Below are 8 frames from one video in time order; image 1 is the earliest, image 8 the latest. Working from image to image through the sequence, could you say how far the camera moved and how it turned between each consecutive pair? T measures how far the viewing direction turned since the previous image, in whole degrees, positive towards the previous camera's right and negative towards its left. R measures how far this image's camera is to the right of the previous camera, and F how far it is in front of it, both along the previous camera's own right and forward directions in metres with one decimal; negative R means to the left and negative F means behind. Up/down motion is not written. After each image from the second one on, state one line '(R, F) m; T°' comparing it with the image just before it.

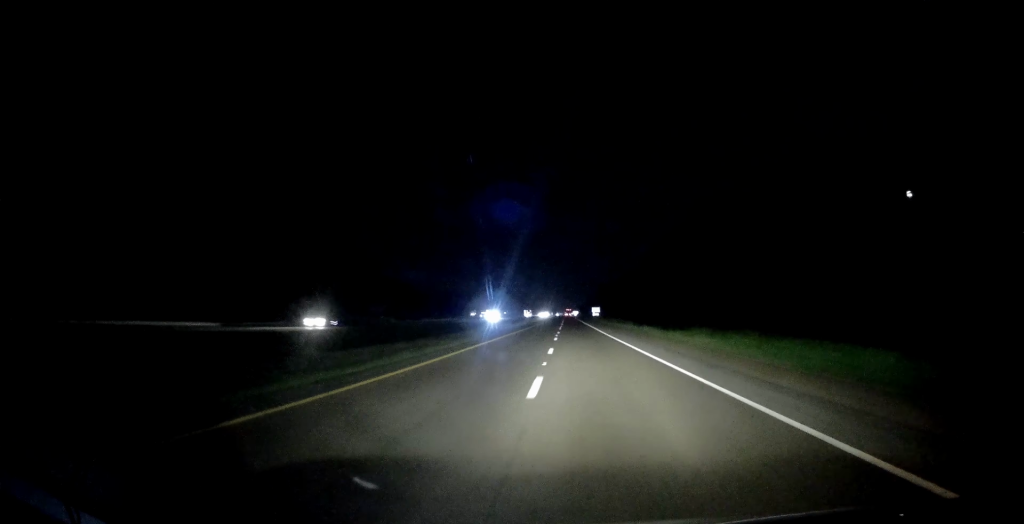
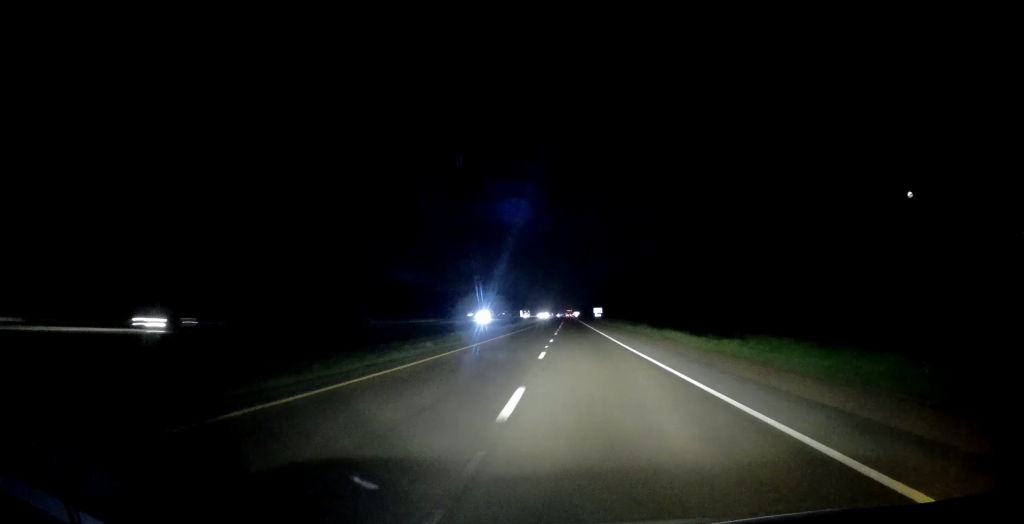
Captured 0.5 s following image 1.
(-0.2, +14.2) m; 0°
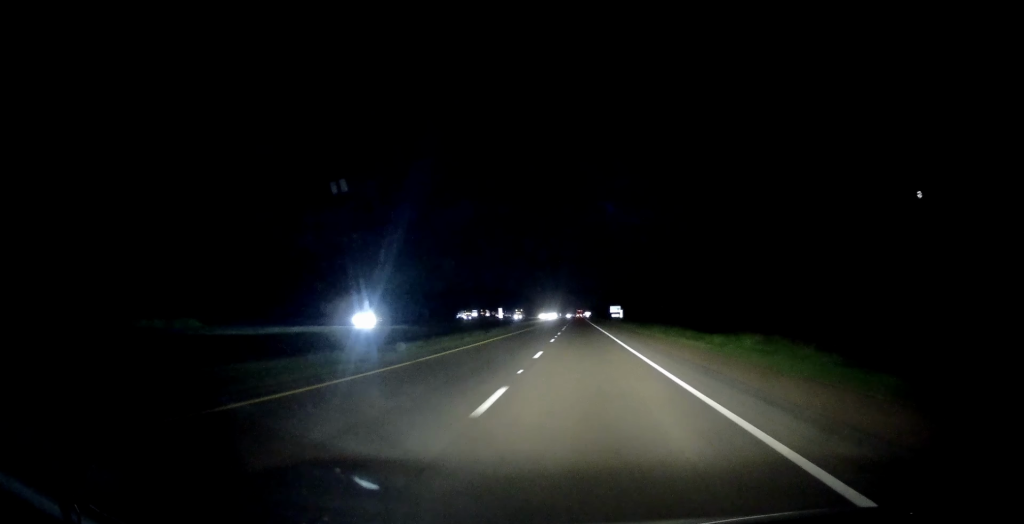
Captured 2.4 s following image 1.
(+0.1, +60.1) m; -1°
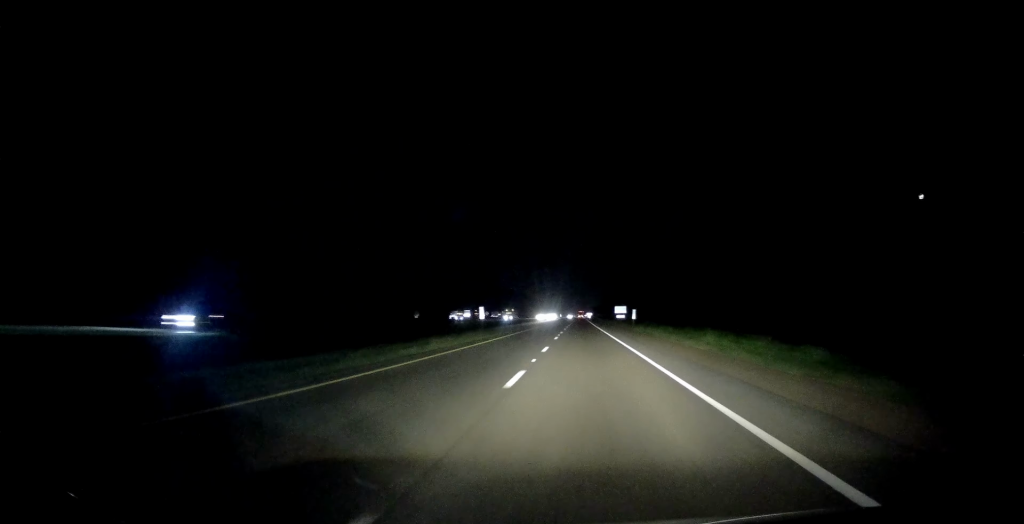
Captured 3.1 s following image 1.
(-0.1, +20.4) m; 0°
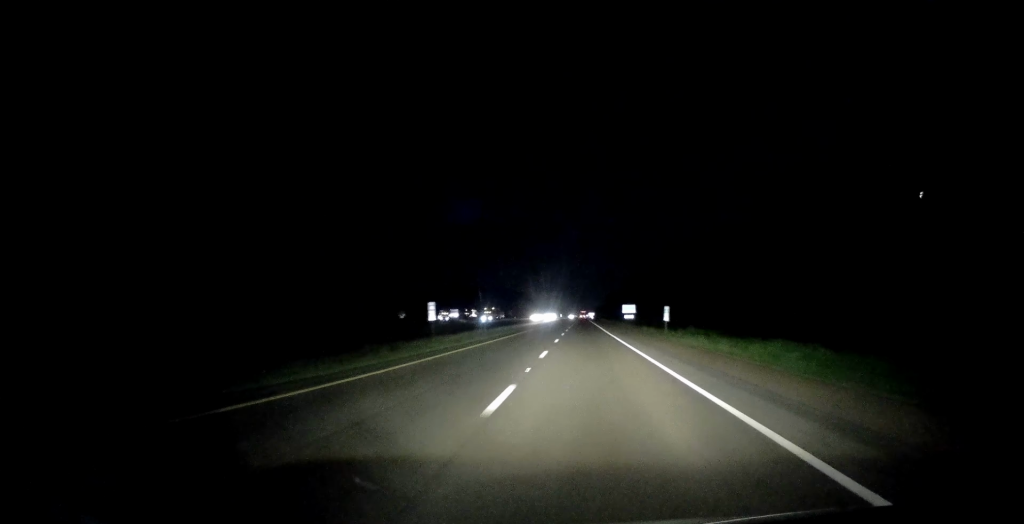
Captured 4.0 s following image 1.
(0.0, +27.6) m; 0°
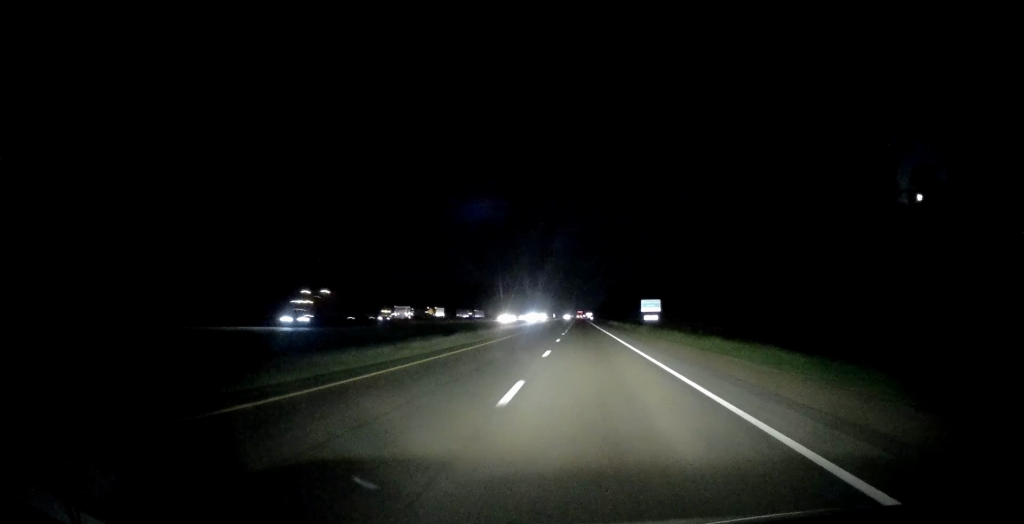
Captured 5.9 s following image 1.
(-0.4, +59.4) m; -1°
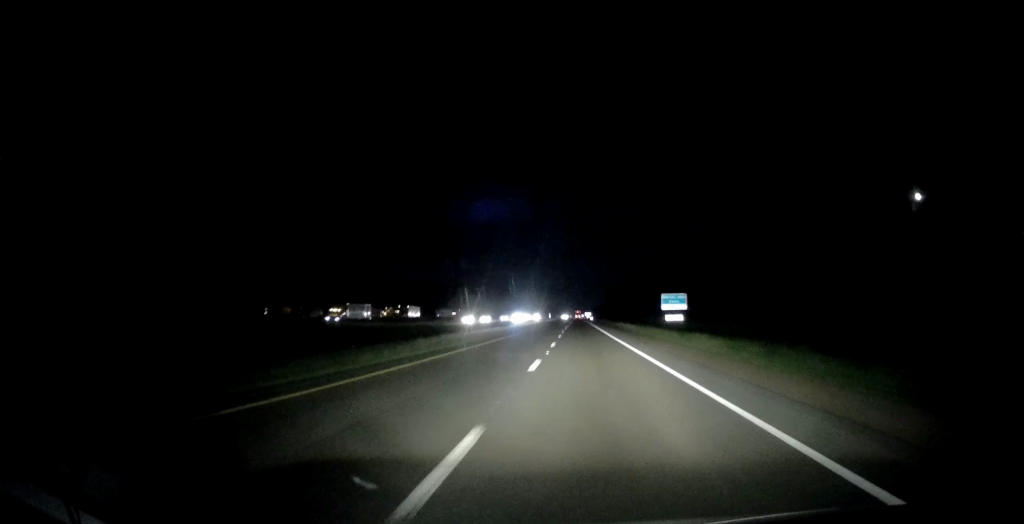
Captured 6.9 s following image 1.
(-0.1, +29.7) m; 0°
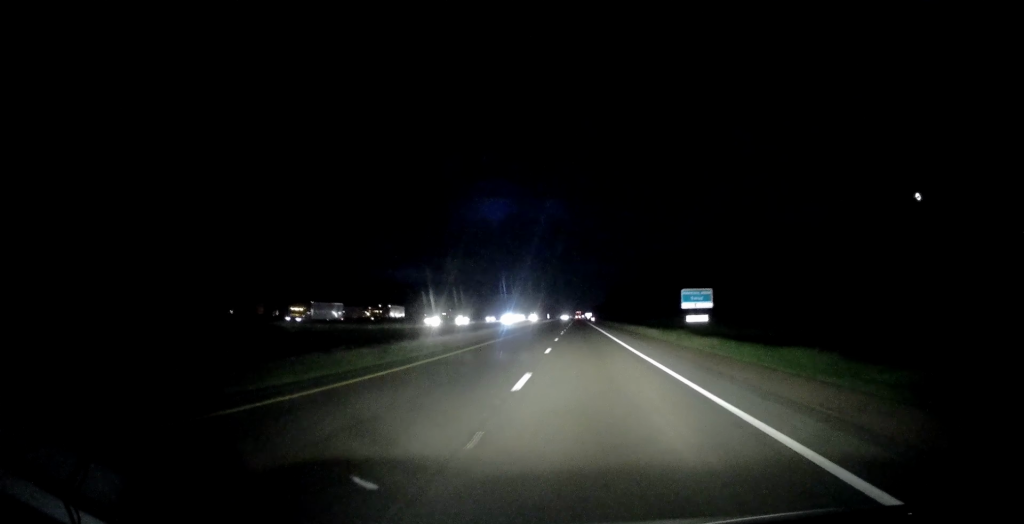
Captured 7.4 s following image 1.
(+0.2, +16.4) m; 0°
